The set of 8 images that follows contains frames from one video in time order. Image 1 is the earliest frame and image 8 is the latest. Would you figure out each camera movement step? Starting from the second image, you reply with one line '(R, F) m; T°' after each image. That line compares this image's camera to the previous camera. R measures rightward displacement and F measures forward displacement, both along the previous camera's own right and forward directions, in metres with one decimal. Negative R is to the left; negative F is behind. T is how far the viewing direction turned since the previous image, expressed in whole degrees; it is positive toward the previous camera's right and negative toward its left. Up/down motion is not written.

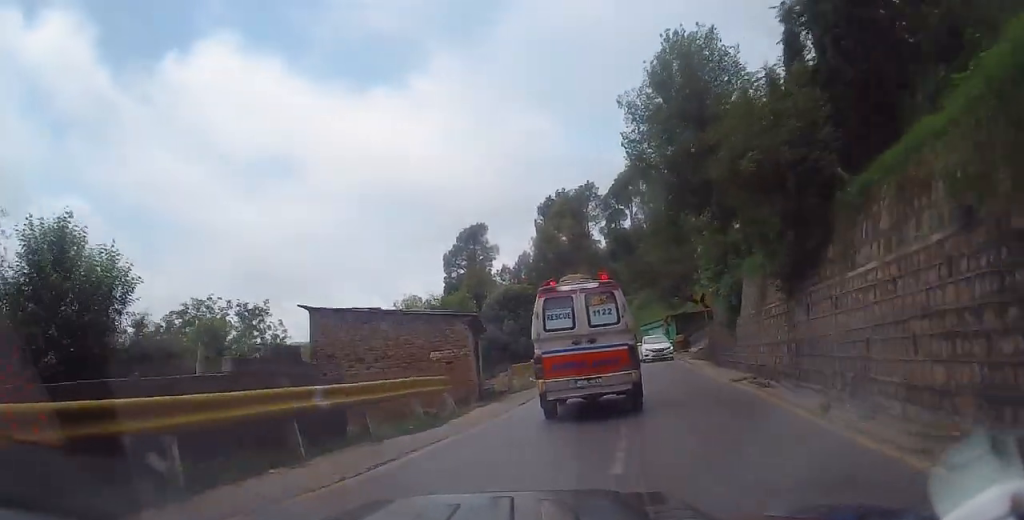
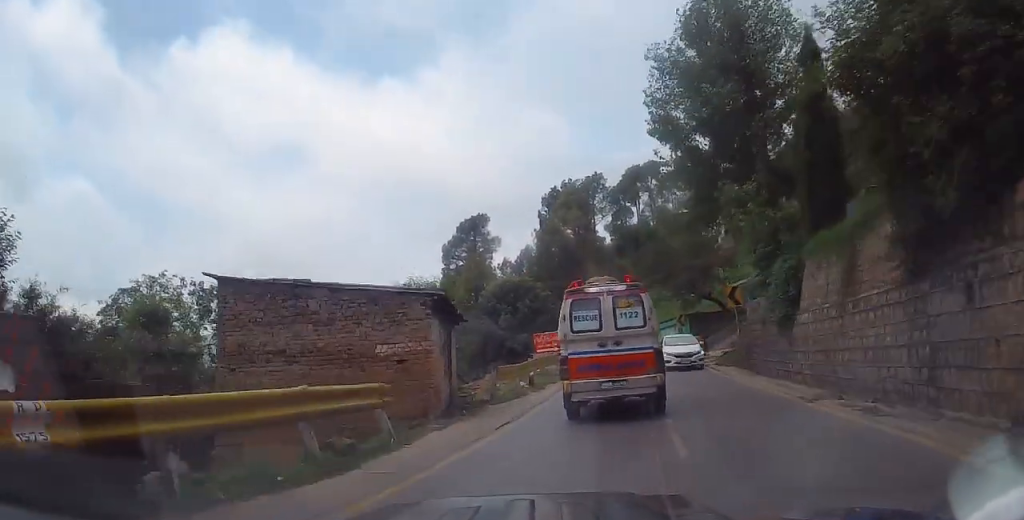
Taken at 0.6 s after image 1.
(-0.2, +5.6) m; 0°
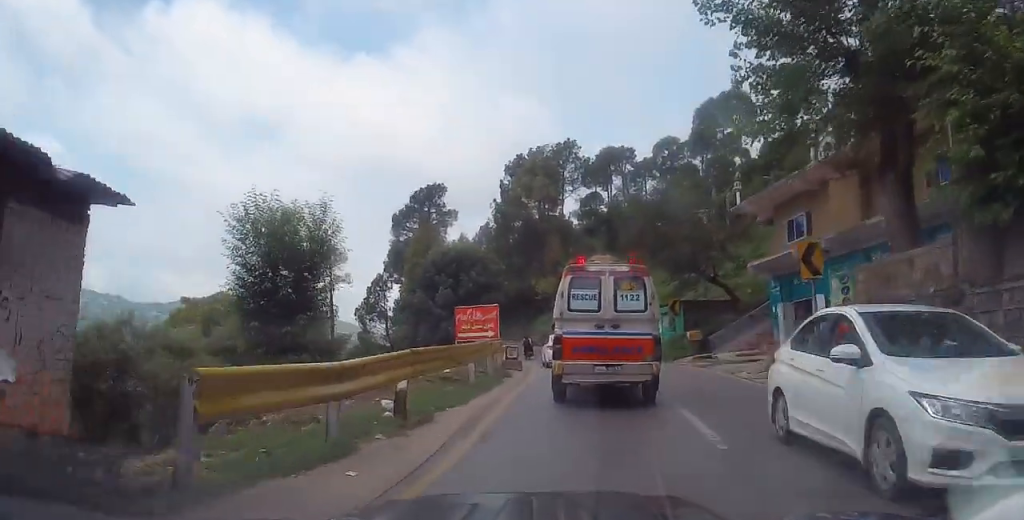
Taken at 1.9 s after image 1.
(+0.3, +12.3) m; +8°
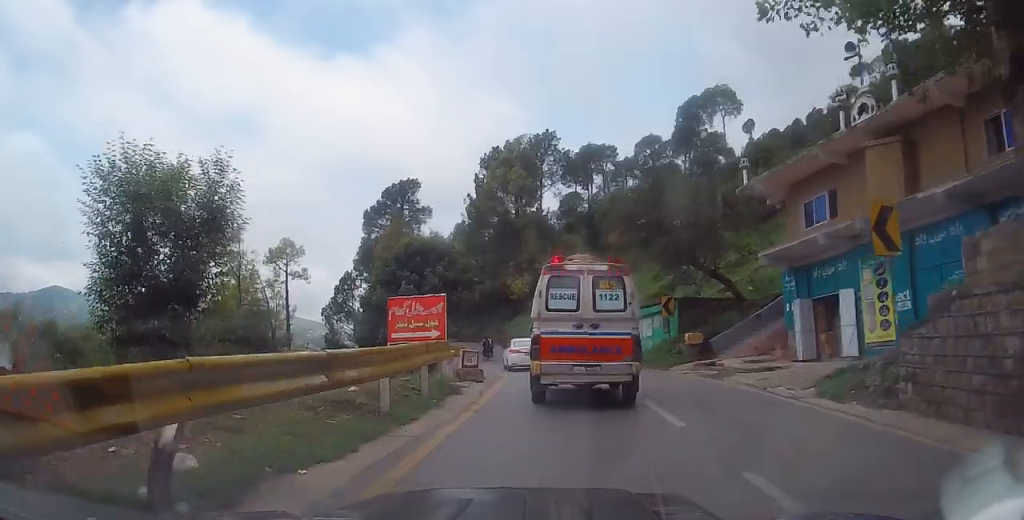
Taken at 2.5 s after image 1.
(+0.5, +4.8) m; +2°
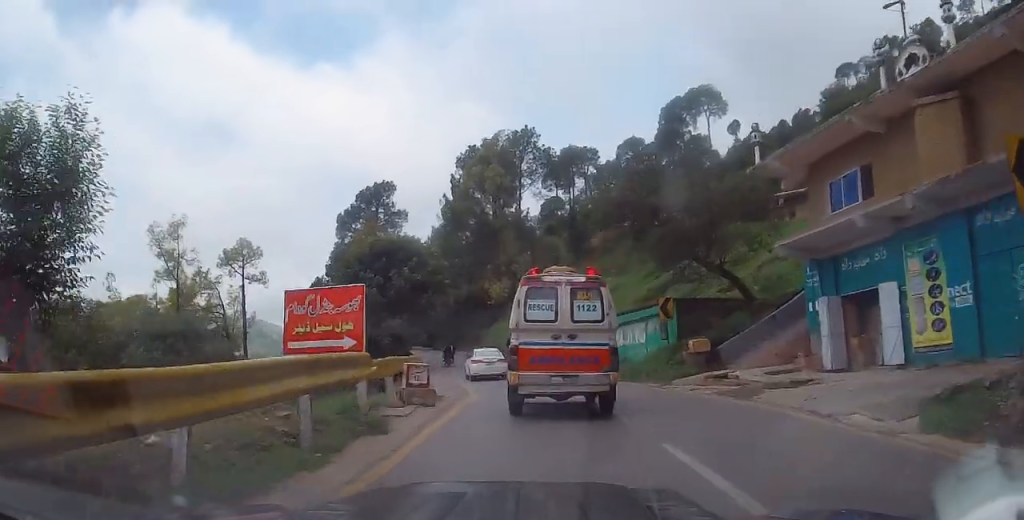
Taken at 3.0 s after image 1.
(+0.3, +4.5) m; +2°
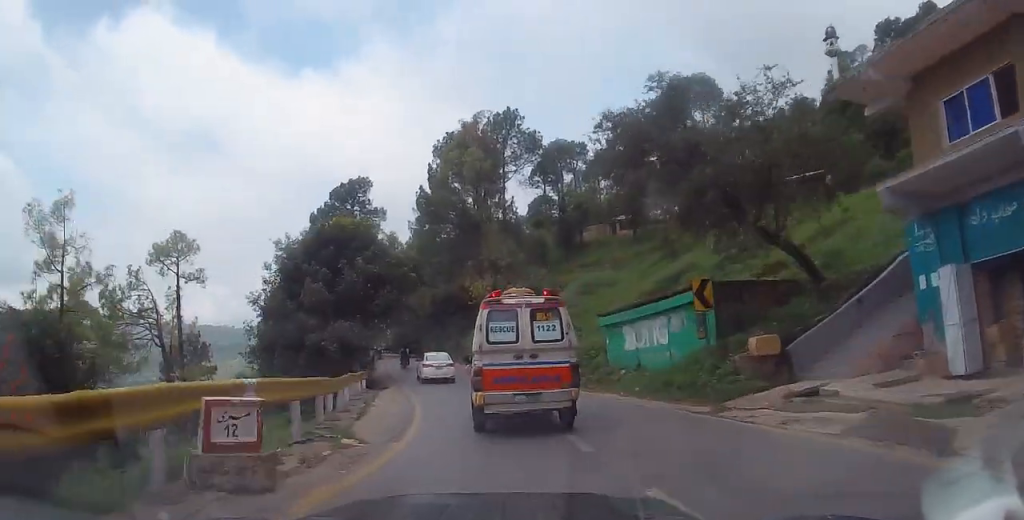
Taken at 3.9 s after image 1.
(-0.3, +7.6) m; -5°
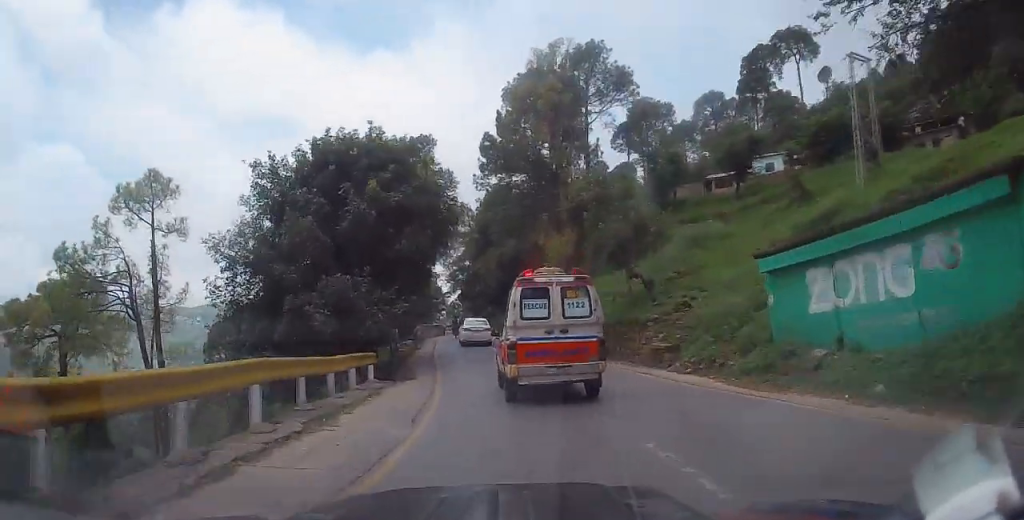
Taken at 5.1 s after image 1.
(-0.8, +10.8) m; -8°
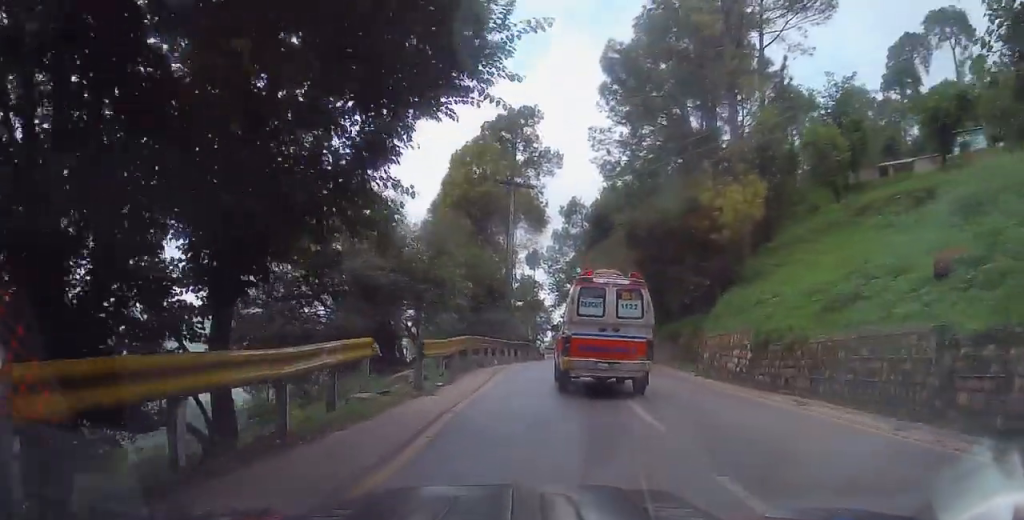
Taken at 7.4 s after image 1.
(-1.6, +20.0) m; -5°
